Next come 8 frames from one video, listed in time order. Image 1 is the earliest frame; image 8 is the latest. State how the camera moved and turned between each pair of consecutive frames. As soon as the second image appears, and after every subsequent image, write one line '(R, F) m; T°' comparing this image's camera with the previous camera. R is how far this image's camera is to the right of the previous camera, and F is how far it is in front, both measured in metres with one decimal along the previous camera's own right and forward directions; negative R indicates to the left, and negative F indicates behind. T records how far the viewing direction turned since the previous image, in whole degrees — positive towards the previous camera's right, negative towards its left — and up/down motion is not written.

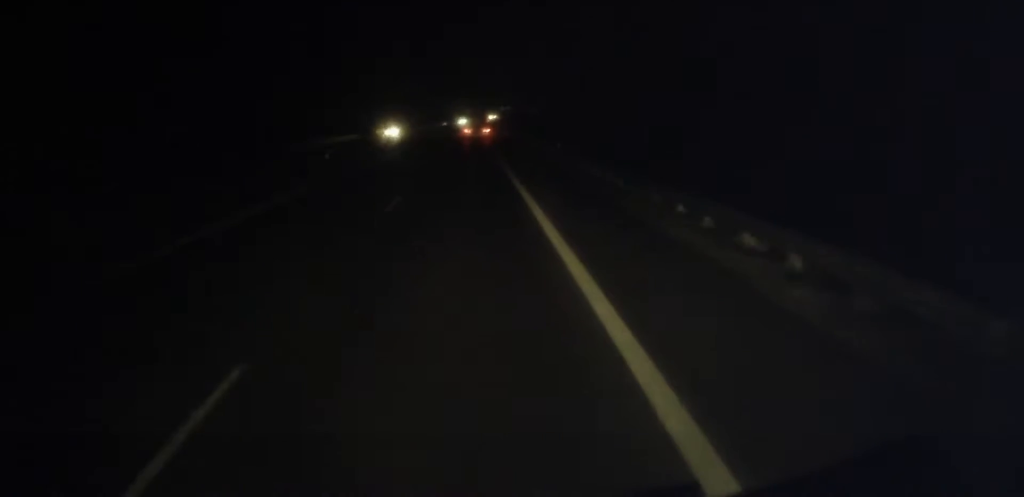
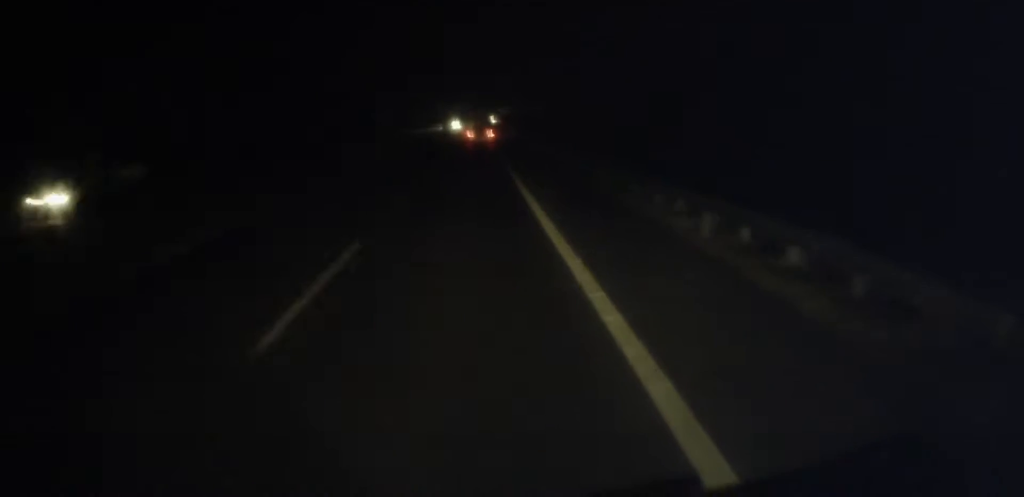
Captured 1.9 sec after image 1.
(0.0, +43.6) m; 0°
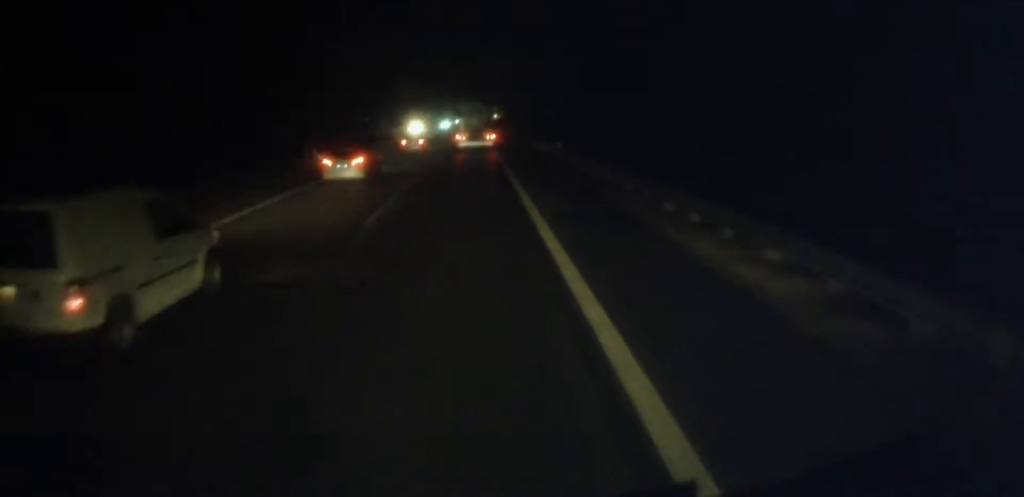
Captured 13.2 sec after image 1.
(+3.9, +264.4) m; +1°
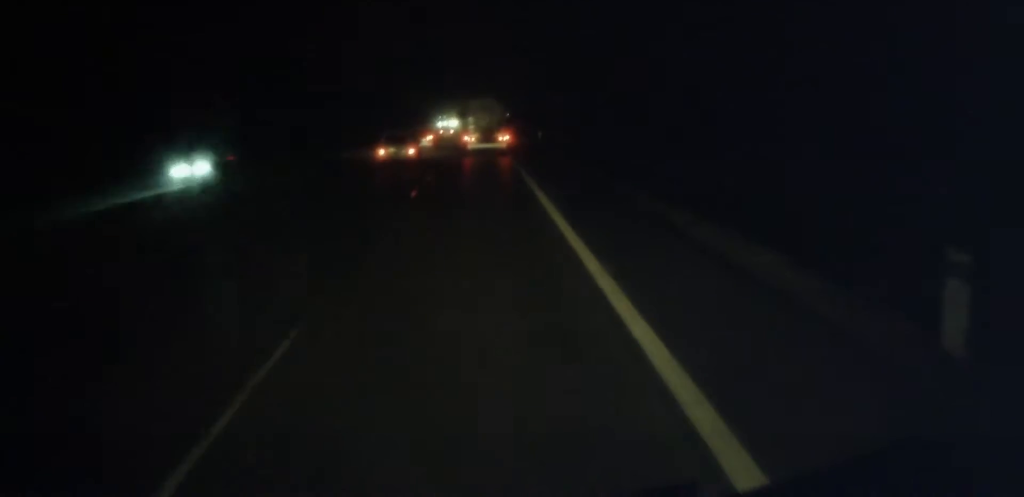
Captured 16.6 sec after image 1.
(0.0, +77.6) m; 0°
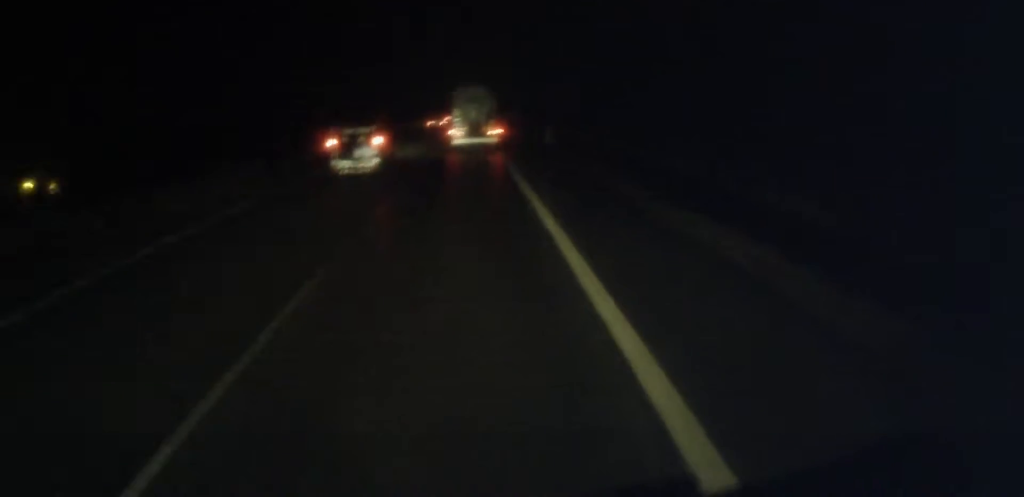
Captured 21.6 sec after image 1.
(+1.1, +118.4) m; +1°
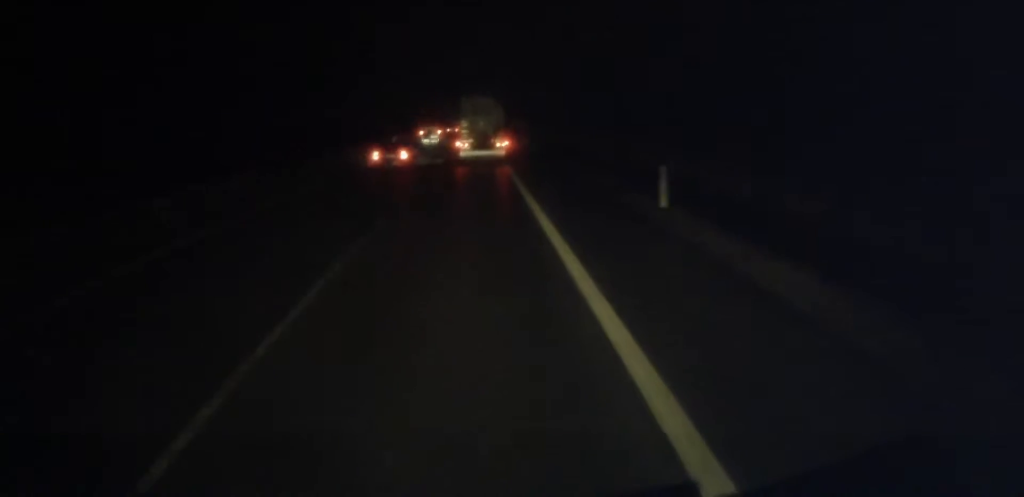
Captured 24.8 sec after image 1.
(+0.2, +75.9) m; 0°
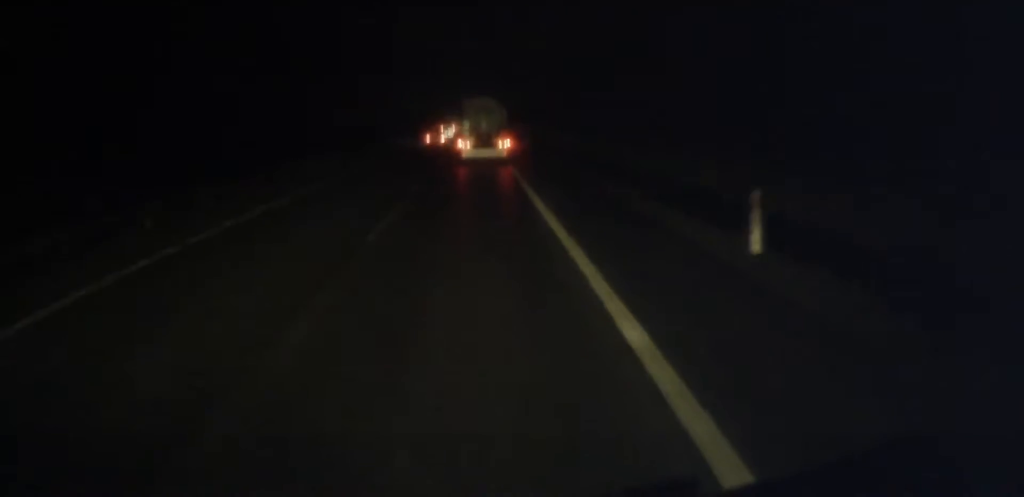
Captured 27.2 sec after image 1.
(-0.2, +57.5) m; 0°
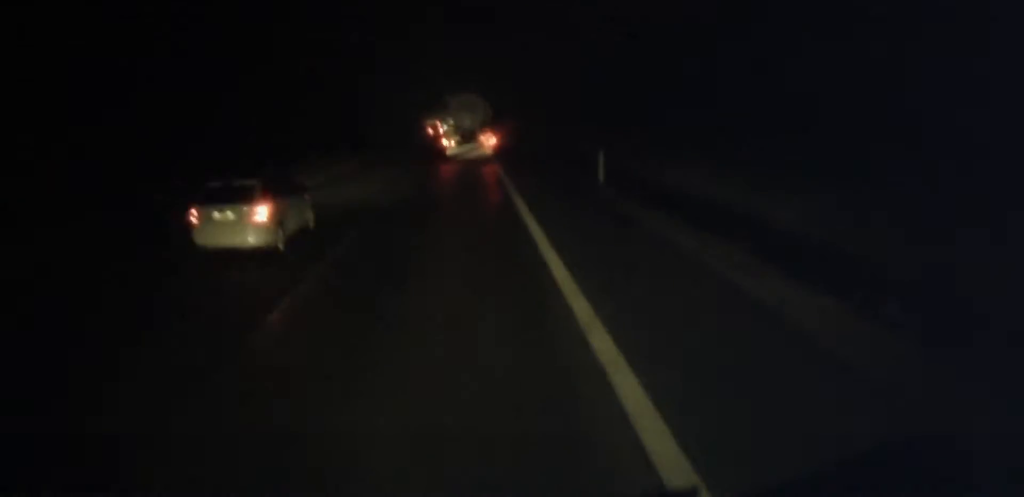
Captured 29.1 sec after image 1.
(+0.3, +45.7) m; 0°
